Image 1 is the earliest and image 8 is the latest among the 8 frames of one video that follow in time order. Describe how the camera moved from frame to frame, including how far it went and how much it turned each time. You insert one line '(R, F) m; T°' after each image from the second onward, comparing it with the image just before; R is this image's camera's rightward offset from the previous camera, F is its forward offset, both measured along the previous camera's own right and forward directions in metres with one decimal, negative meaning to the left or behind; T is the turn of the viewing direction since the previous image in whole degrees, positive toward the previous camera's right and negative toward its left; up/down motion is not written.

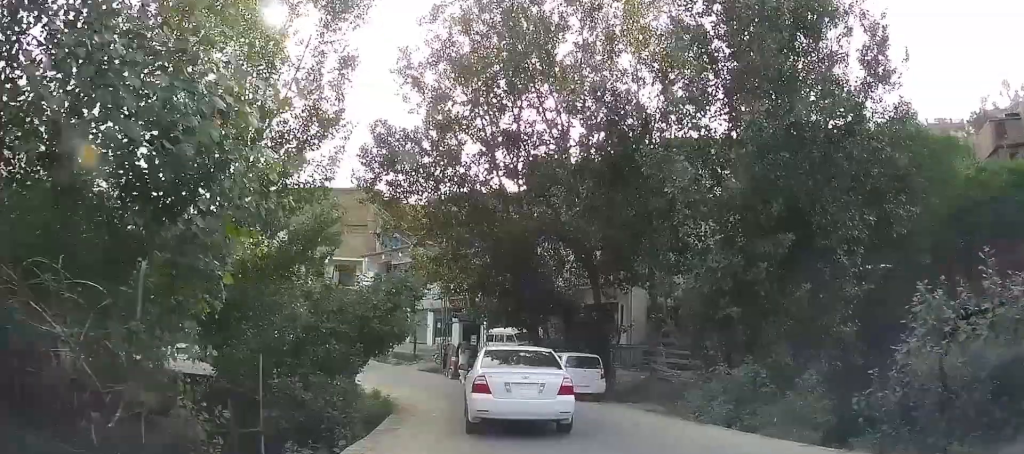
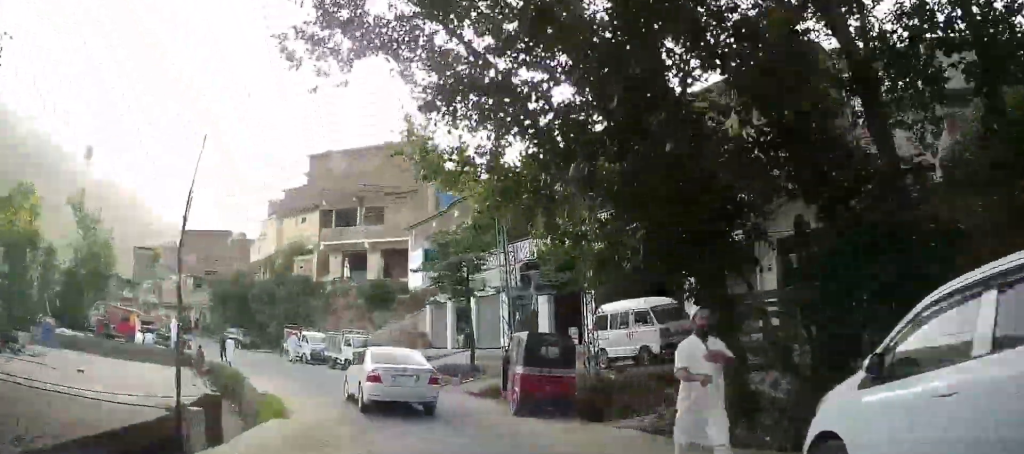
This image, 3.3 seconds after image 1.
(-3.3, +20.4) m; -16°
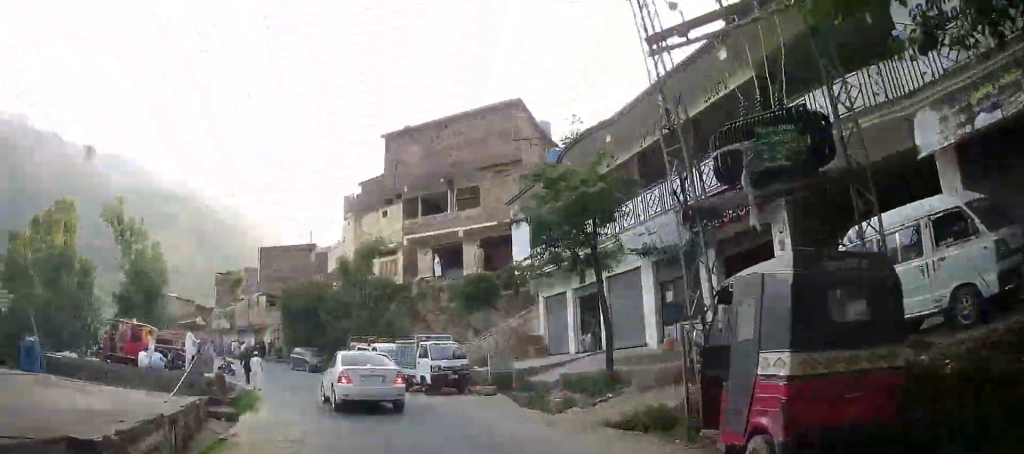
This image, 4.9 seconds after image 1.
(-0.4, +8.8) m; -8°
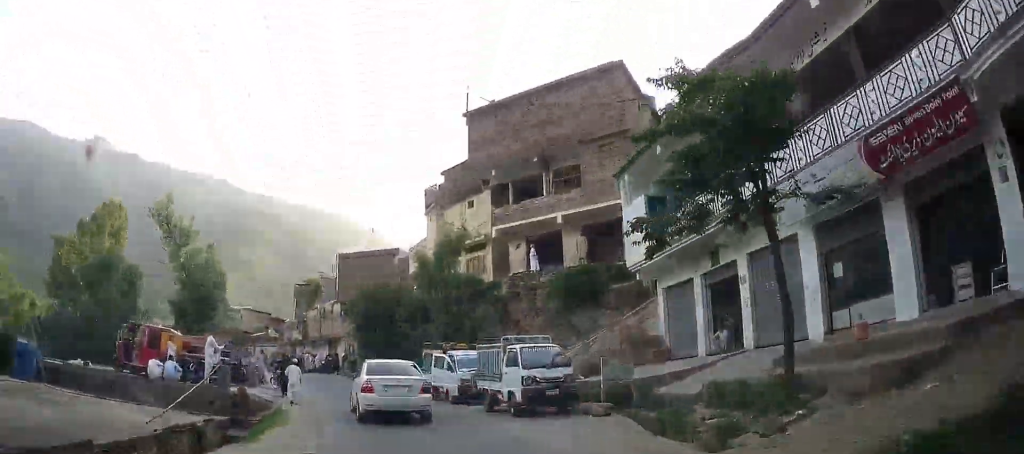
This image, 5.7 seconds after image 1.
(-0.3, +3.3) m; -6°
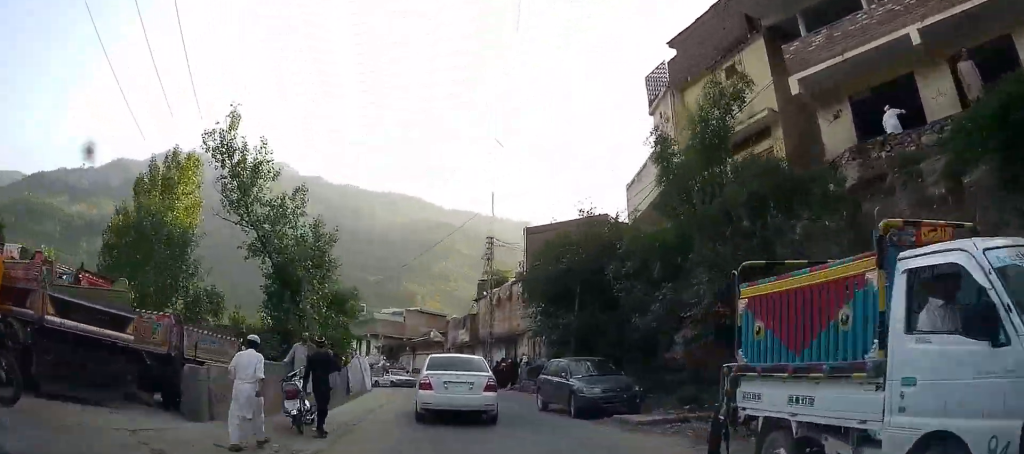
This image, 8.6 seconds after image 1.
(-1.6, +12.0) m; -16°
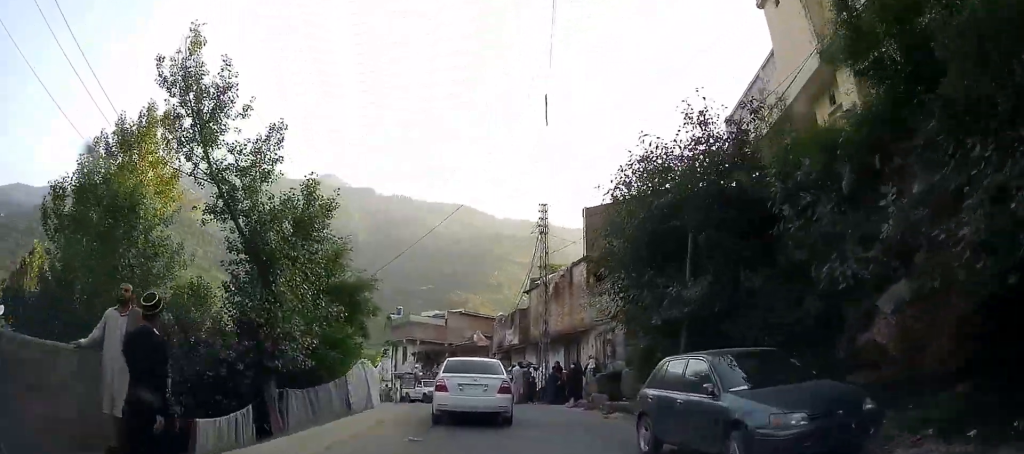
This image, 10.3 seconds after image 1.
(-0.6, +7.5) m; -10°
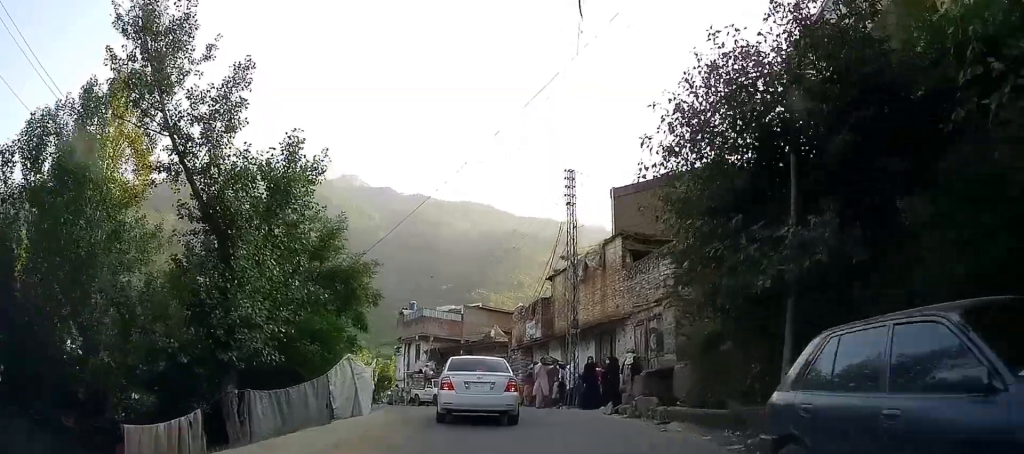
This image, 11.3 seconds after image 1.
(-0.4, +3.8) m; -3°
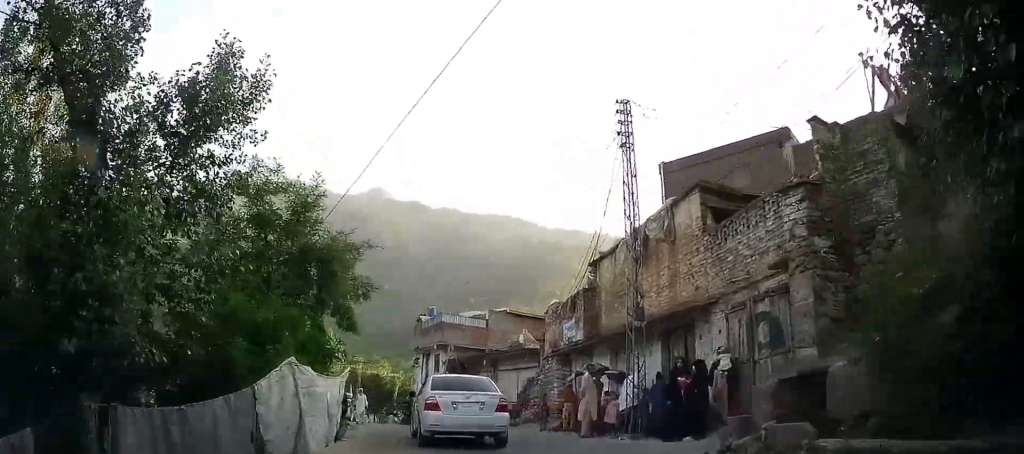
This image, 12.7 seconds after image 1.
(-0.3, +5.9) m; -4°
